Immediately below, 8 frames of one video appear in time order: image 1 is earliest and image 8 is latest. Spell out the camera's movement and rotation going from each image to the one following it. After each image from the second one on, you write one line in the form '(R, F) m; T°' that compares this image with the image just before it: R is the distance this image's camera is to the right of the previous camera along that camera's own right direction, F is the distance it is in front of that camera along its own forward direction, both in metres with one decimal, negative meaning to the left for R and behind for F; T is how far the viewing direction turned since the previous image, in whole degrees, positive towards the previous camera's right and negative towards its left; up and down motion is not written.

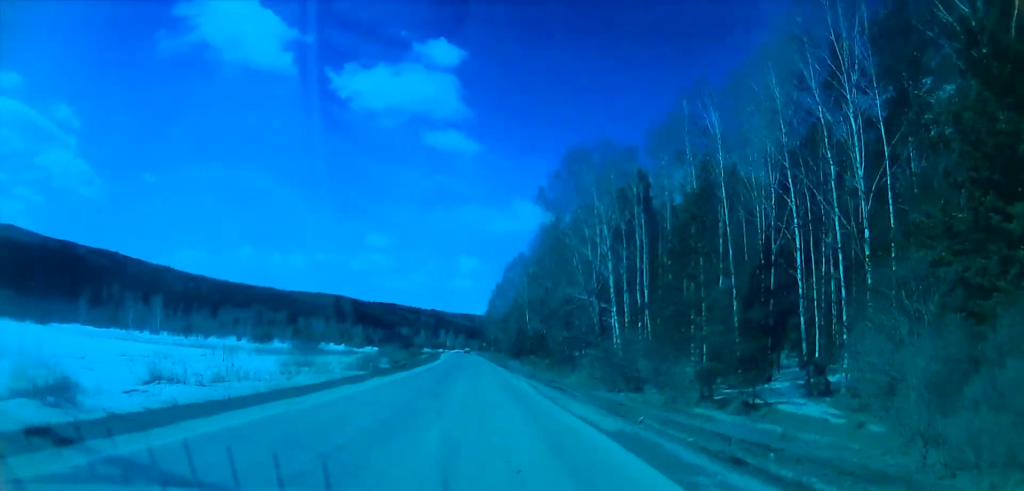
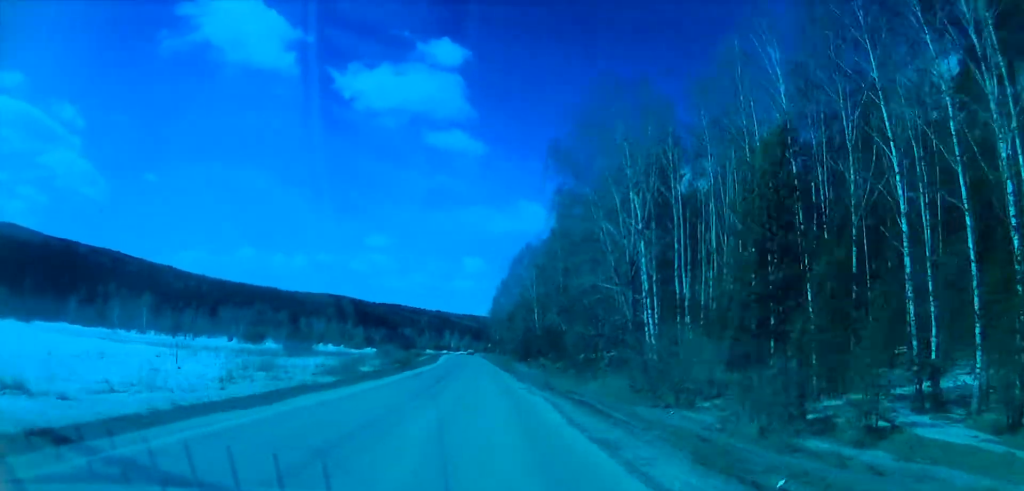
(+0.2, +10.8) m; +1°
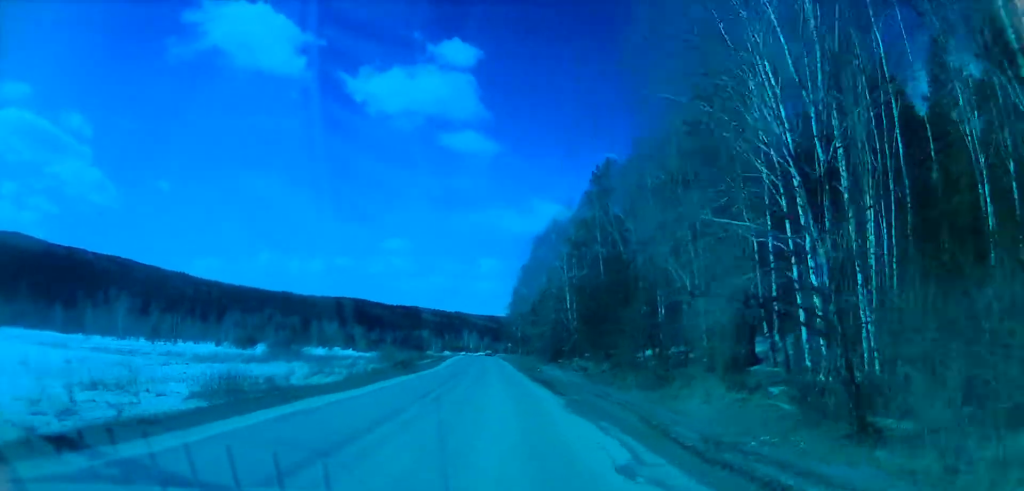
(+0.1, +21.9) m; 0°
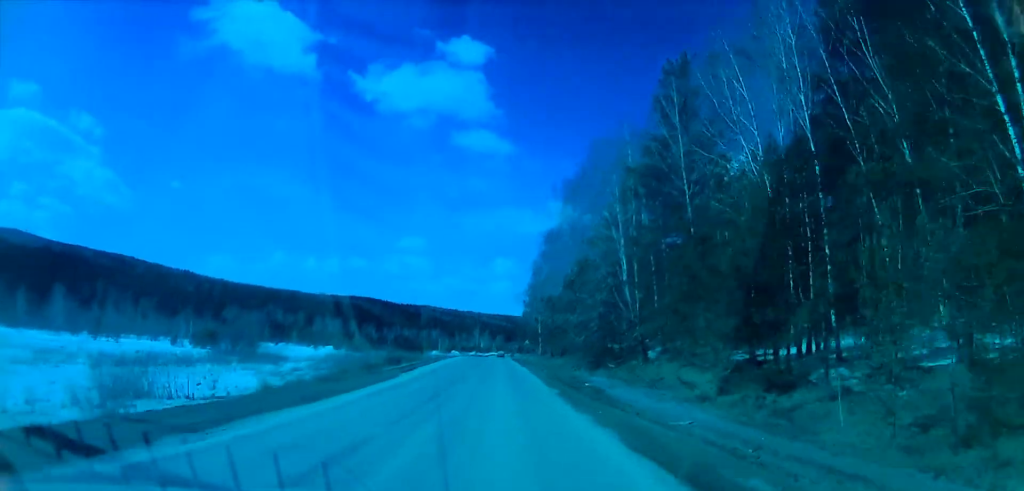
(-0.3, +30.5) m; -3°
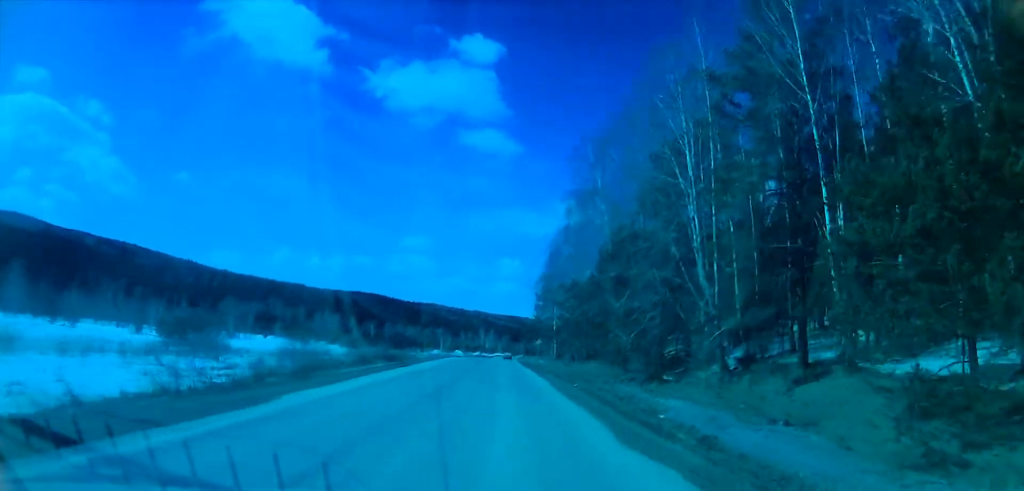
(-0.9, +17.3) m; 0°
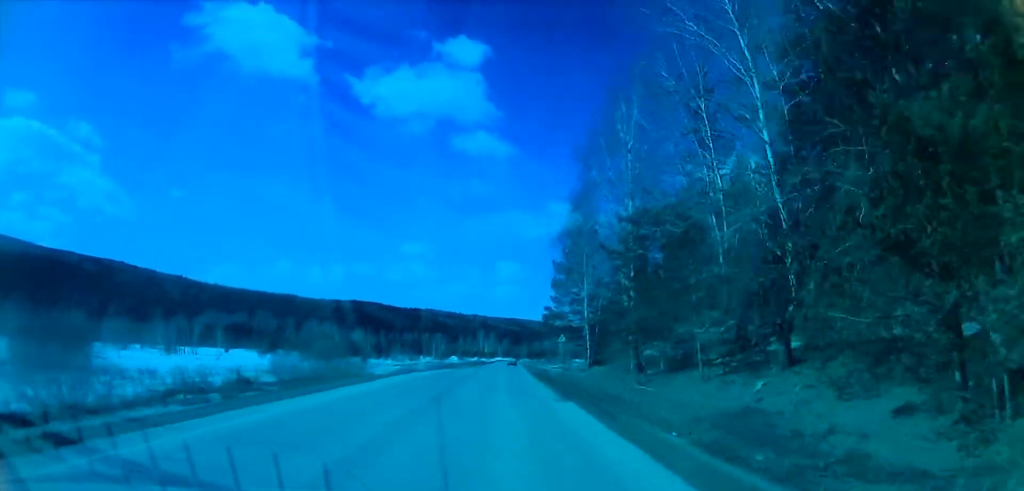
(+1.1, +31.8) m; 0°
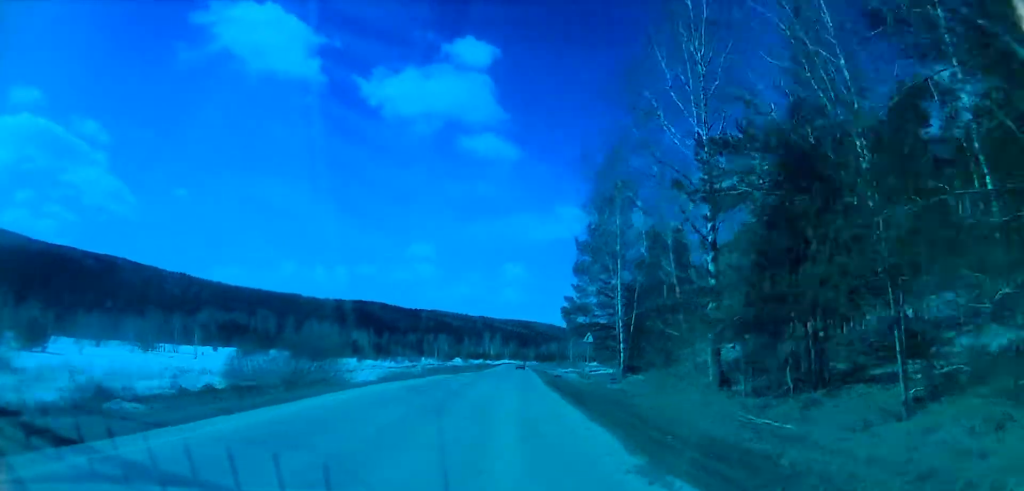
(-0.7, +12.0) m; -1°
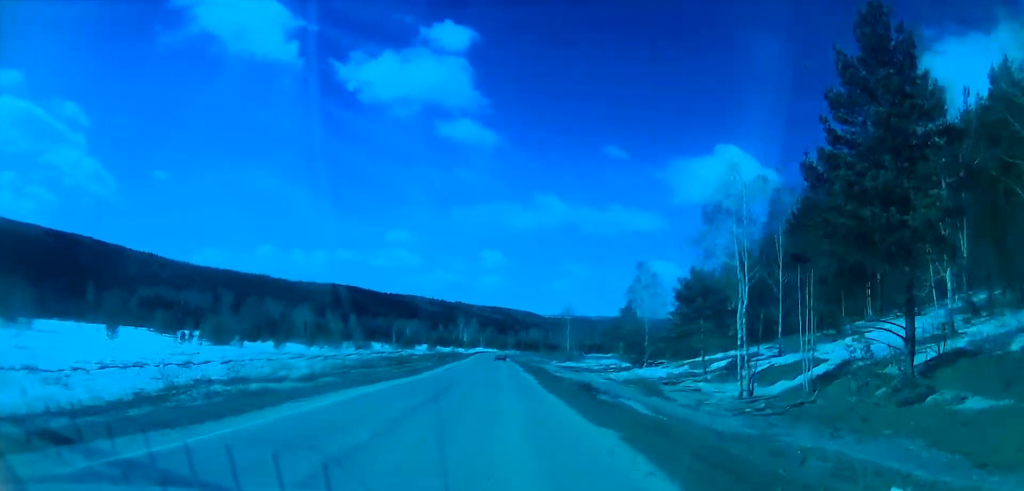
(+0.2, +43.4) m; +1°
